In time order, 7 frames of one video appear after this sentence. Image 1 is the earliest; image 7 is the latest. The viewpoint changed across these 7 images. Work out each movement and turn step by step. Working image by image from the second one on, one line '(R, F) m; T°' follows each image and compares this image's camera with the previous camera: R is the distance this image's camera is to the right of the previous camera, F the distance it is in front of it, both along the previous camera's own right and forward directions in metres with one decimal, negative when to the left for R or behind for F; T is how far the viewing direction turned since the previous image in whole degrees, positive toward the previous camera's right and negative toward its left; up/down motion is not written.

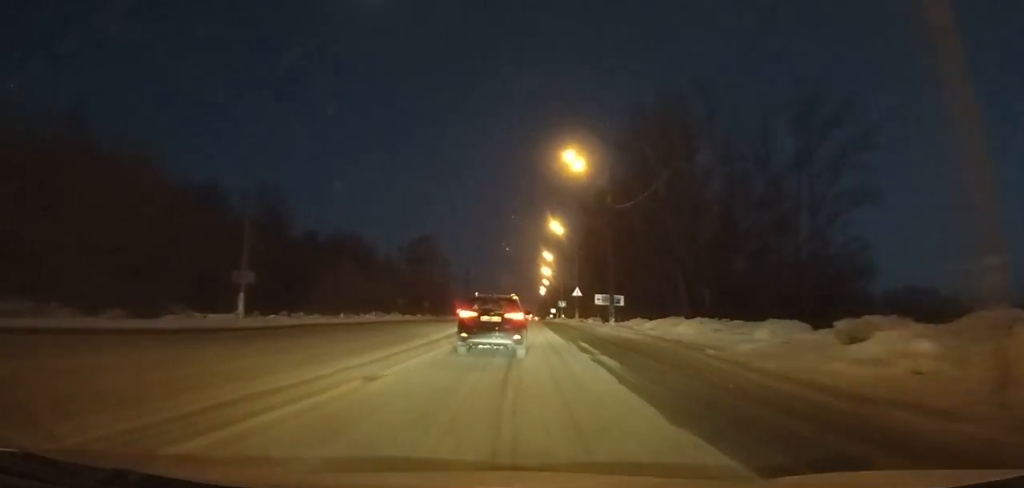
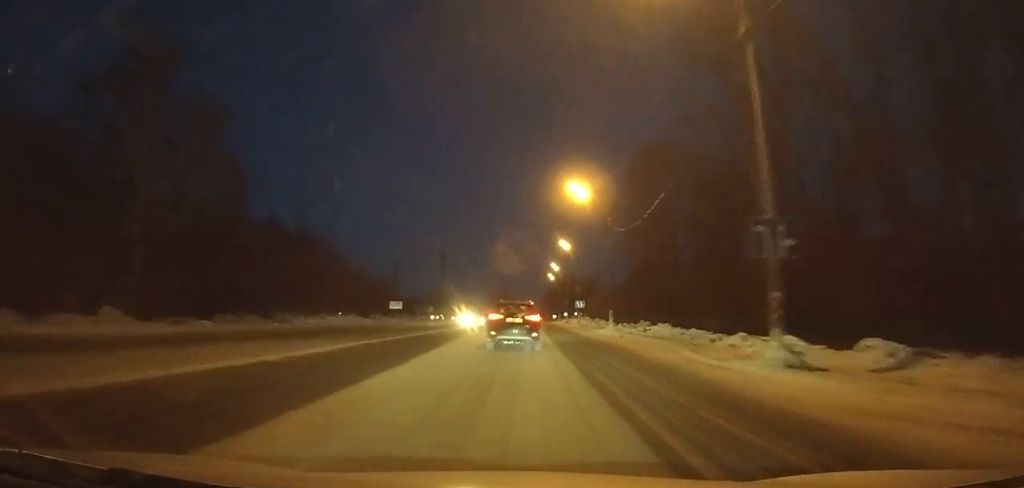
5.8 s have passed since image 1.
(+0.2, +85.8) m; 0°
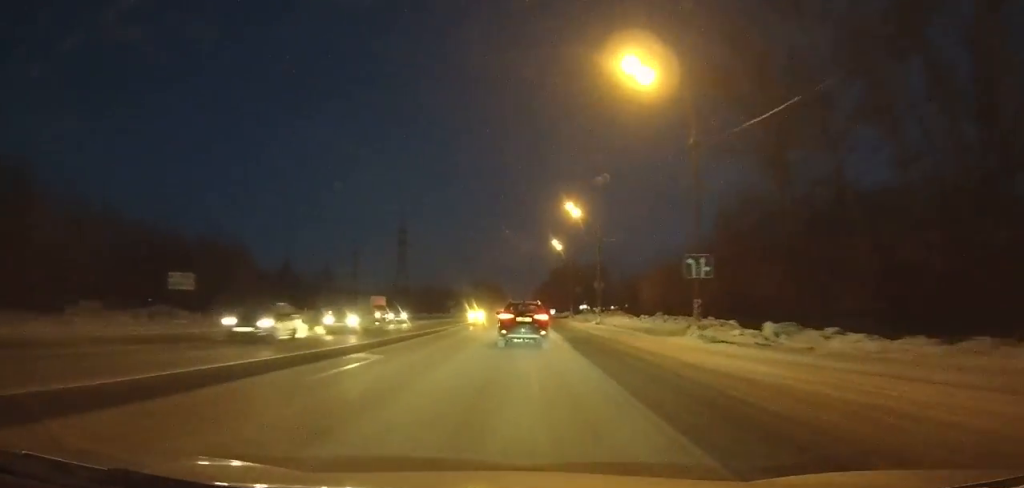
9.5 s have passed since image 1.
(-0.6, +57.1) m; 0°
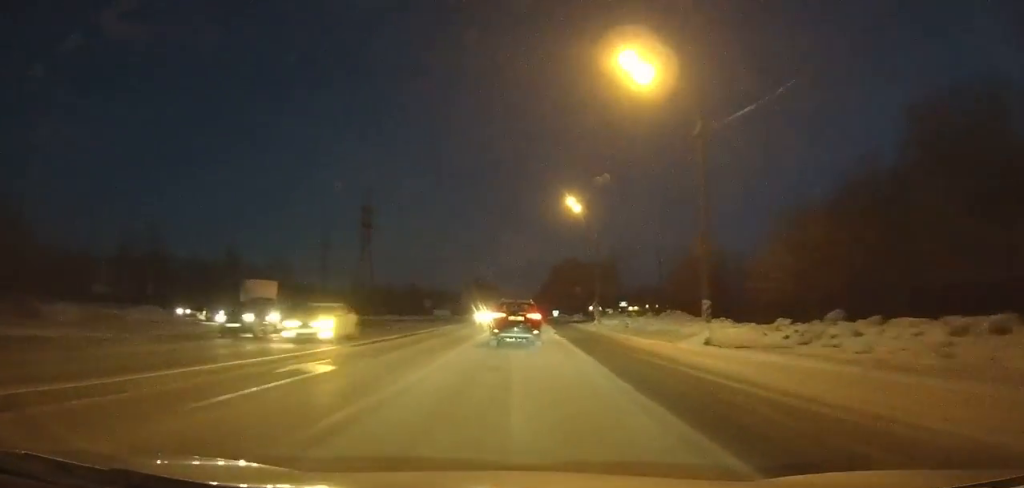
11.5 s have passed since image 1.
(+0.1, +31.4) m; 0°
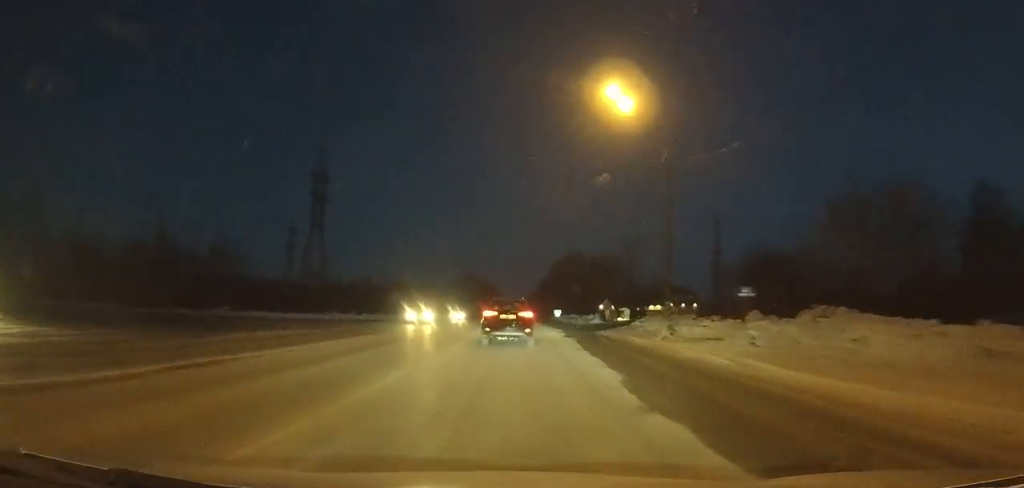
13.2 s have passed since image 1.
(+0.1, +26.9) m; 0°
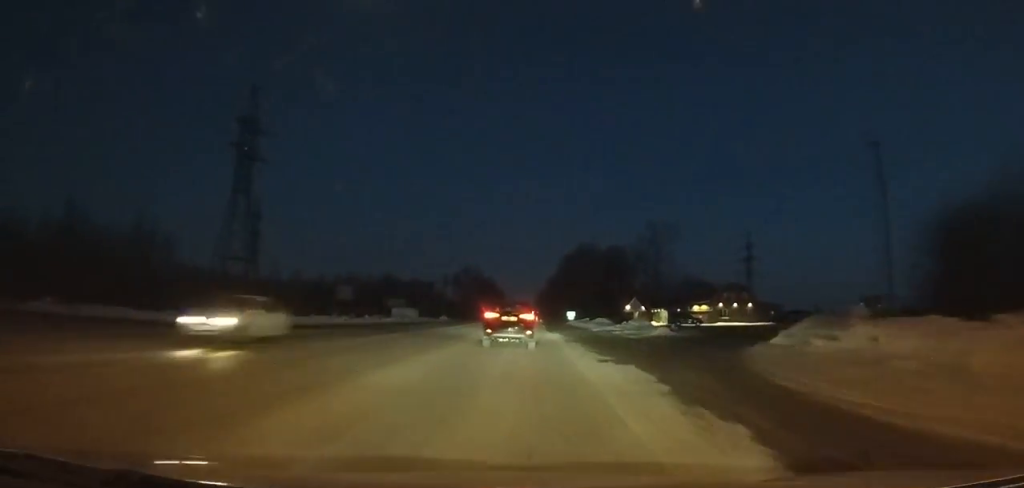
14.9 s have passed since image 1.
(0.0, +26.9) m; 0°
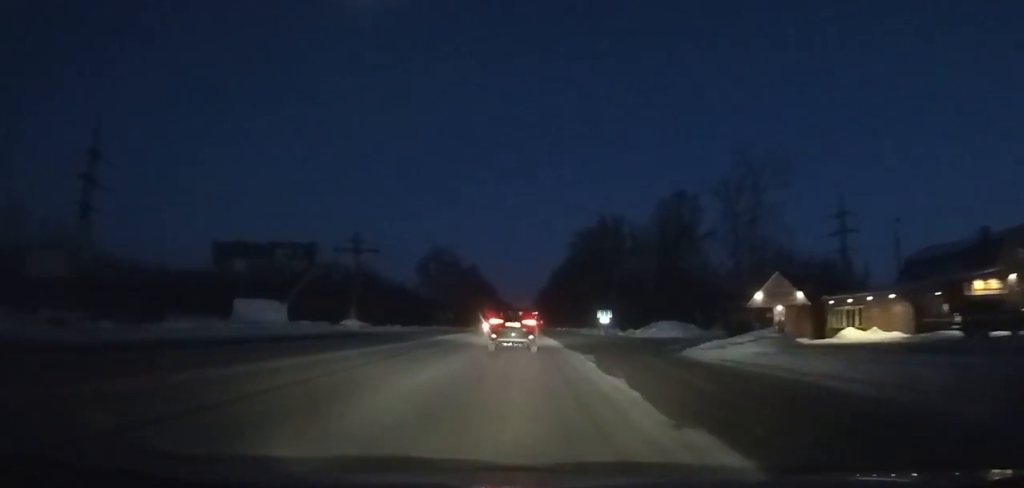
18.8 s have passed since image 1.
(-0.2, +62.6) m; 0°
